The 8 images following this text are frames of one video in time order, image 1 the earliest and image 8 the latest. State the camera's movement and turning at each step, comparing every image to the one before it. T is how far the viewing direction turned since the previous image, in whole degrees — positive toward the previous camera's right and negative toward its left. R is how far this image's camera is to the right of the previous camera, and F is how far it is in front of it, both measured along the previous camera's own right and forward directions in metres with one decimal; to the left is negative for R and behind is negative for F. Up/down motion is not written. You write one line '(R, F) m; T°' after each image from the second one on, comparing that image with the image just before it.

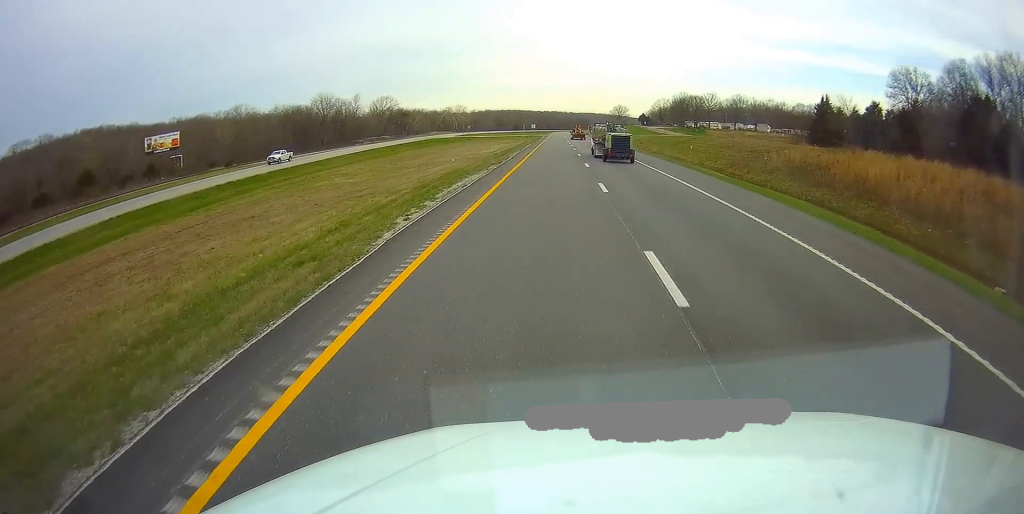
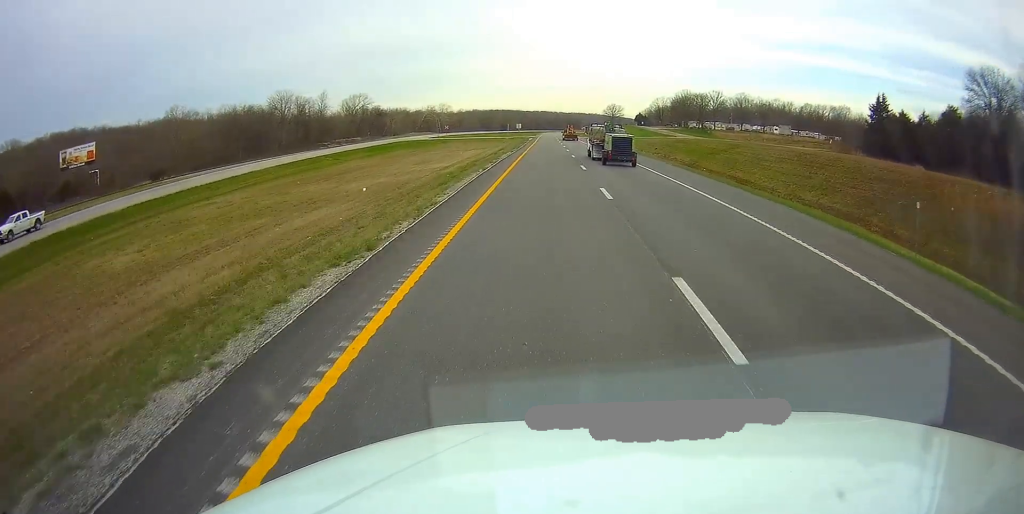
(-0.3, +25.8) m; 0°
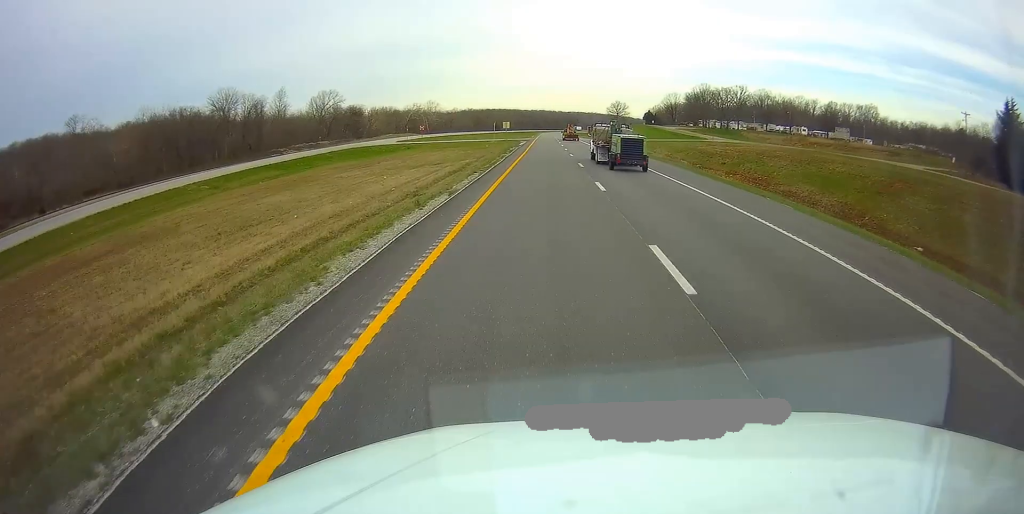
(+0.2, +34.1) m; +1°
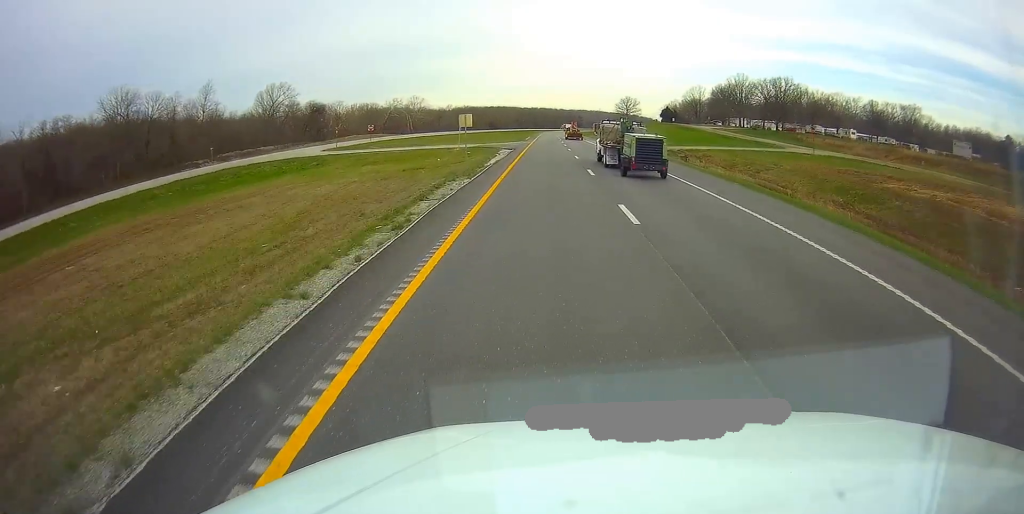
(+0.1, +43.4) m; 0°
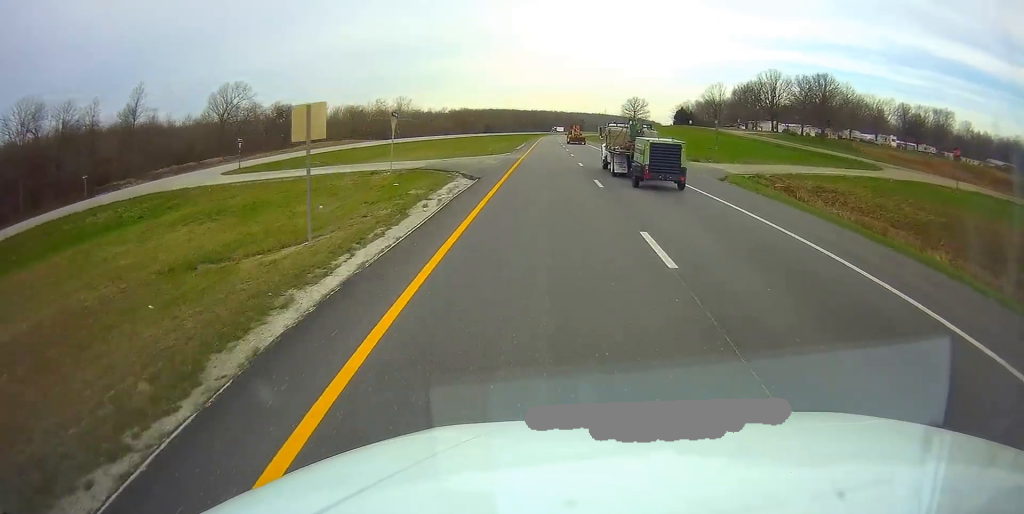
(-0.2, +28.0) m; 0°
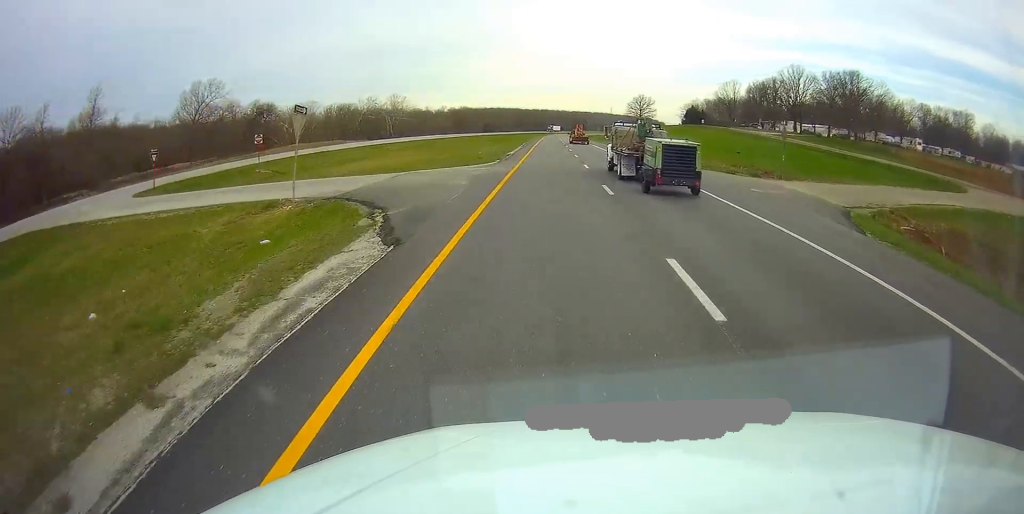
(0.0, +14.5) m; 0°
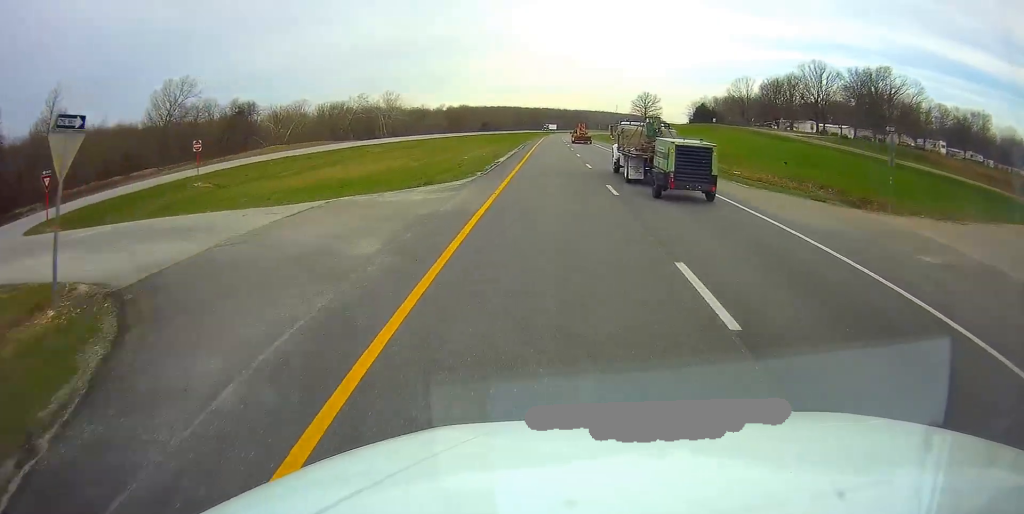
(0.0, +12.4) m; 0°
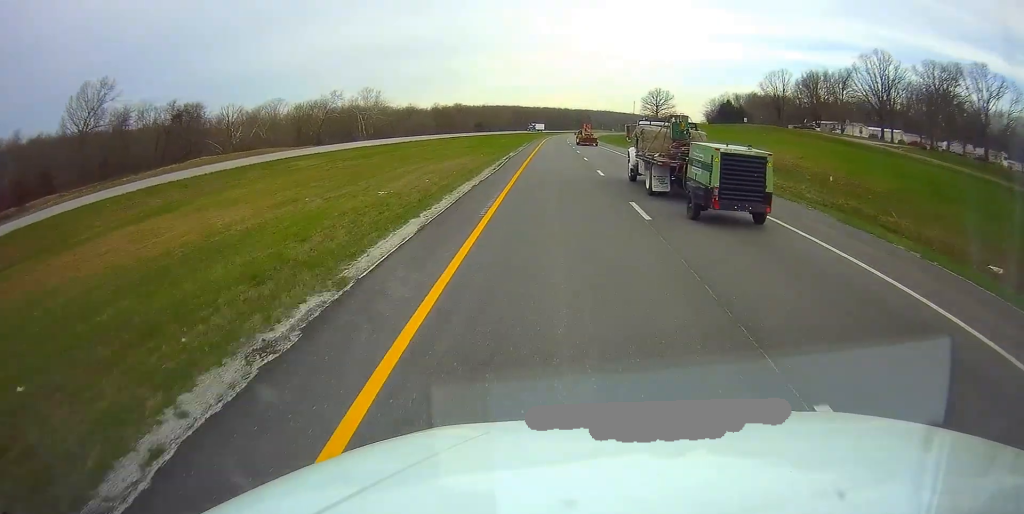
(-0.1, +29.1) m; 0°
